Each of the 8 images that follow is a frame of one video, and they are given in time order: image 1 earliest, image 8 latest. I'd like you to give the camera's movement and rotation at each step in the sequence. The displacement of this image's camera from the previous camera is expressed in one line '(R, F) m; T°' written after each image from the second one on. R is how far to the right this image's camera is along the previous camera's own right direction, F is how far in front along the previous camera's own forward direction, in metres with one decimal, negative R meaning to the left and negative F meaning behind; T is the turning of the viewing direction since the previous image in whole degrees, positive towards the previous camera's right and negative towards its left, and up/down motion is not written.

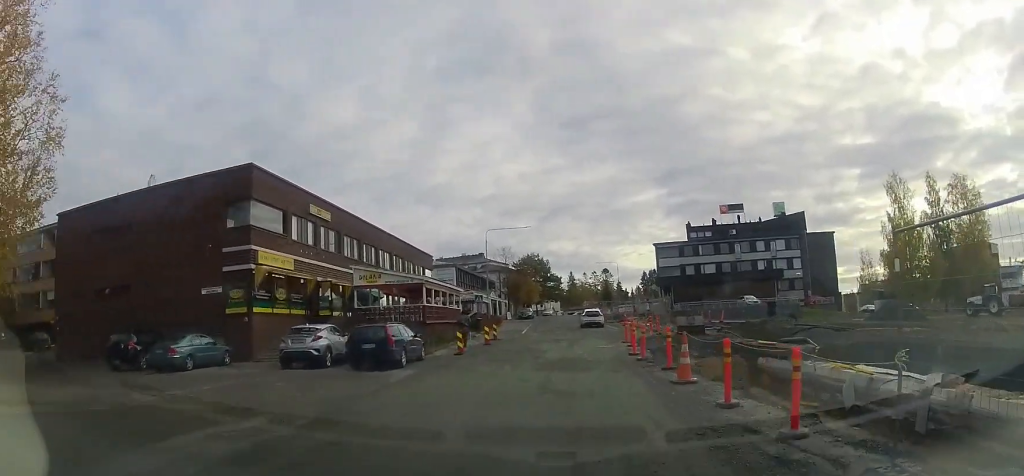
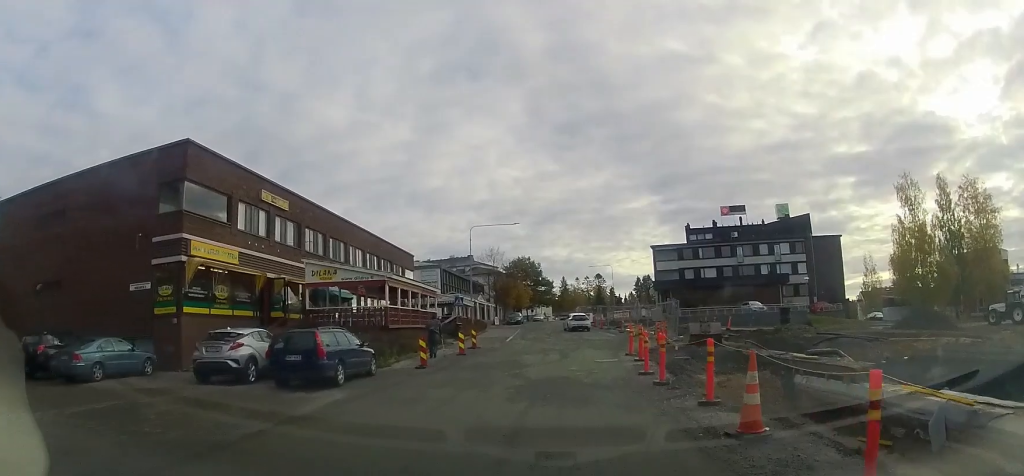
(-0.3, +4.9) m; +1°
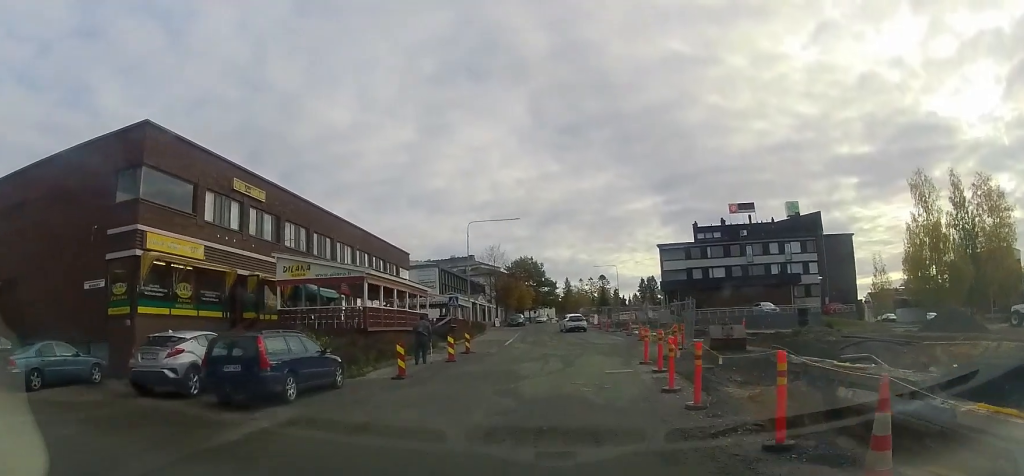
(+0.1, +3.1) m; +3°
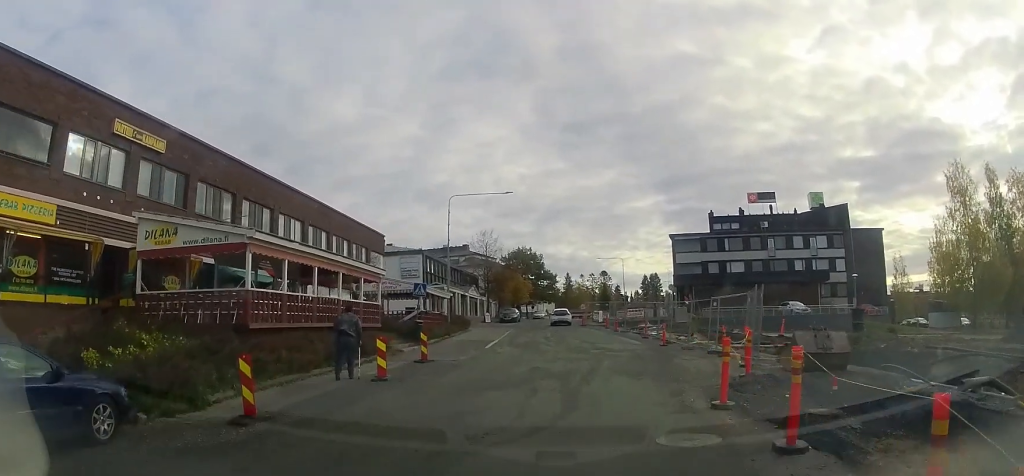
(+0.3, +8.5) m; -3°
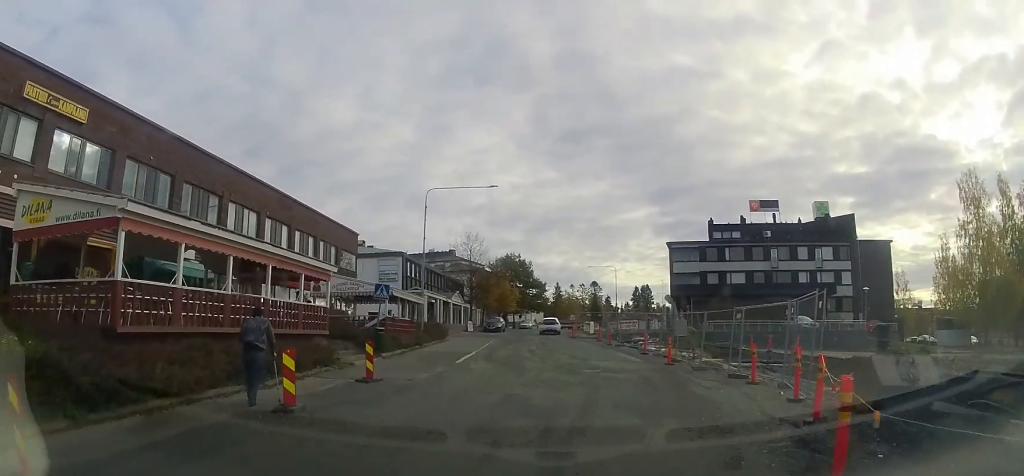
(-0.2, +3.9) m; 0°
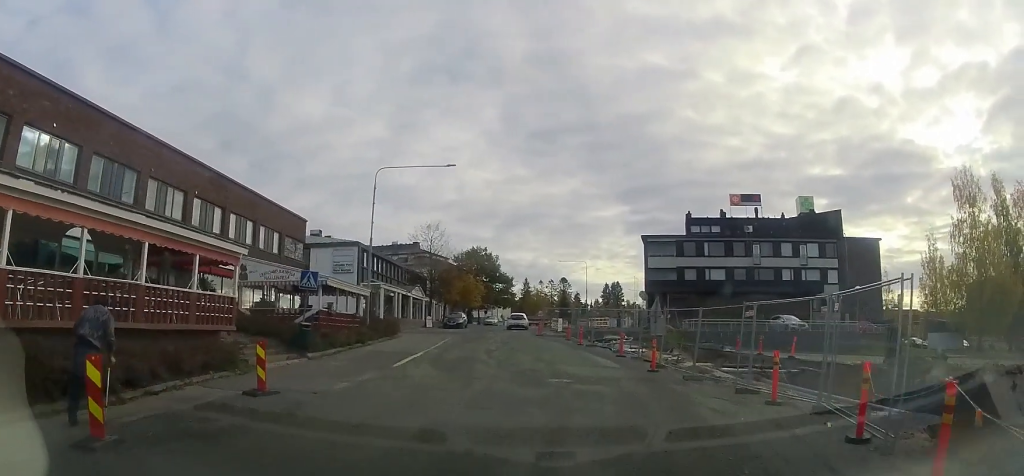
(+0.3, +3.7) m; 0°
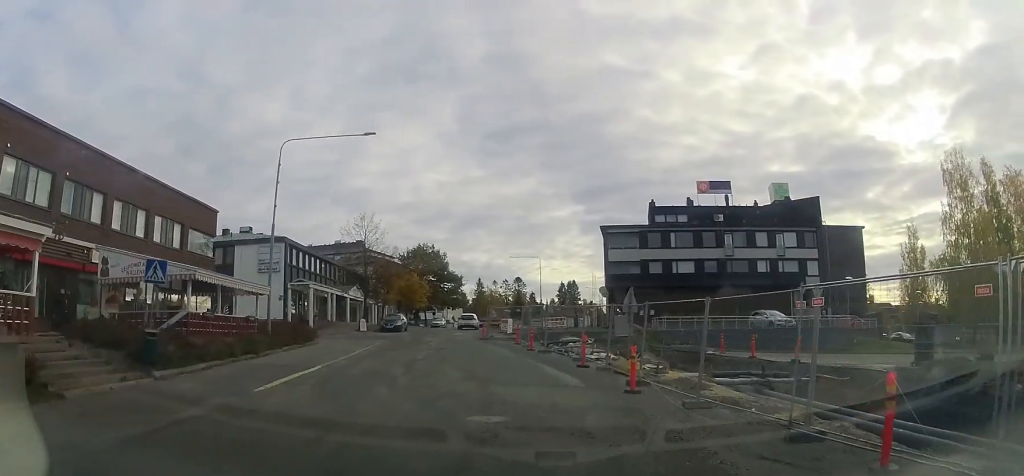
(-0.2, +5.6) m; +5°
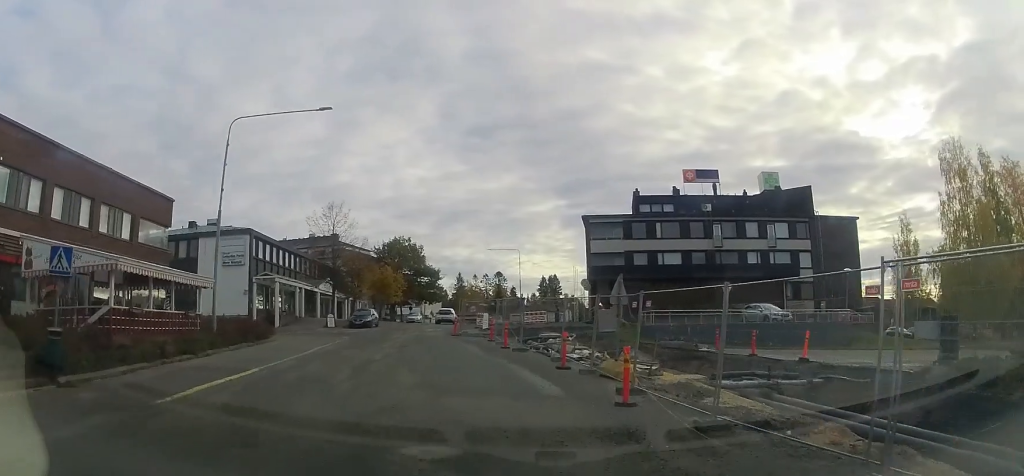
(+0.2, +2.6) m; +5°
